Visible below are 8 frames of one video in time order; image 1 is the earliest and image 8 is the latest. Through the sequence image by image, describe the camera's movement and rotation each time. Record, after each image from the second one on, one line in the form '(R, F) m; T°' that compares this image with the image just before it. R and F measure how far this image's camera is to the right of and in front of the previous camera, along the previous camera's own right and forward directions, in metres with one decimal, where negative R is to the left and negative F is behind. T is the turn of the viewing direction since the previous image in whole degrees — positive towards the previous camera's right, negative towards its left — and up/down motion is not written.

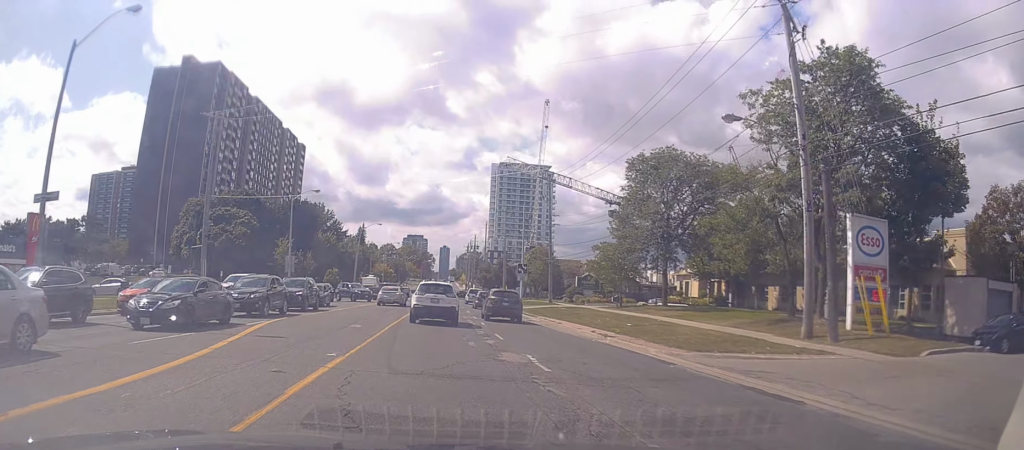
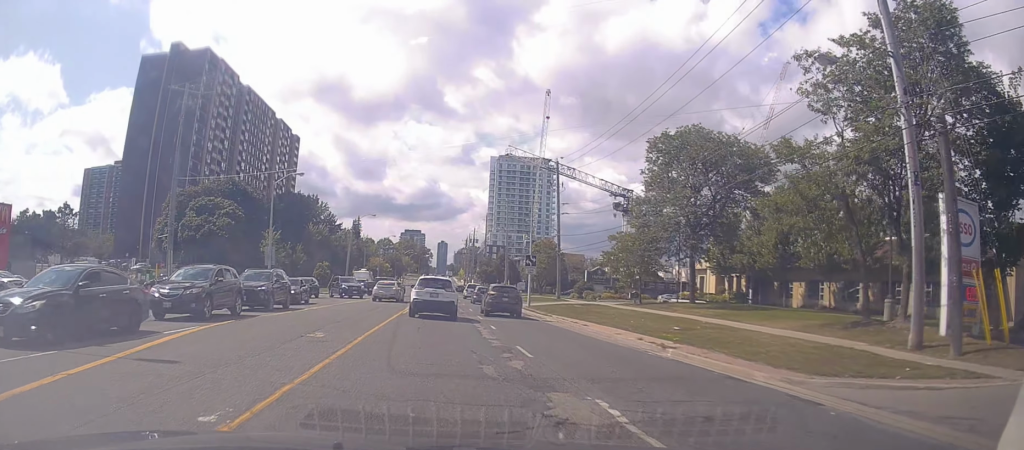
(-0.3, +5.9) m; 0°
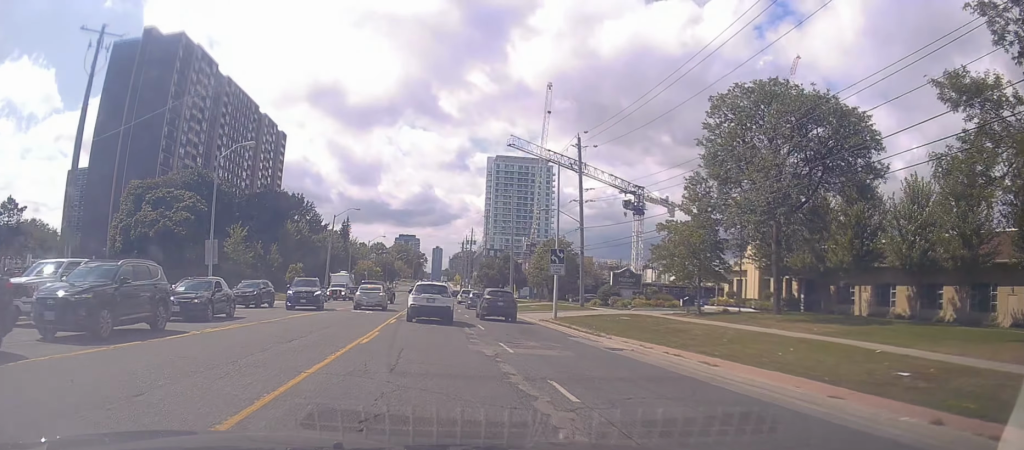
(+0.7, +12.3) m; +5°
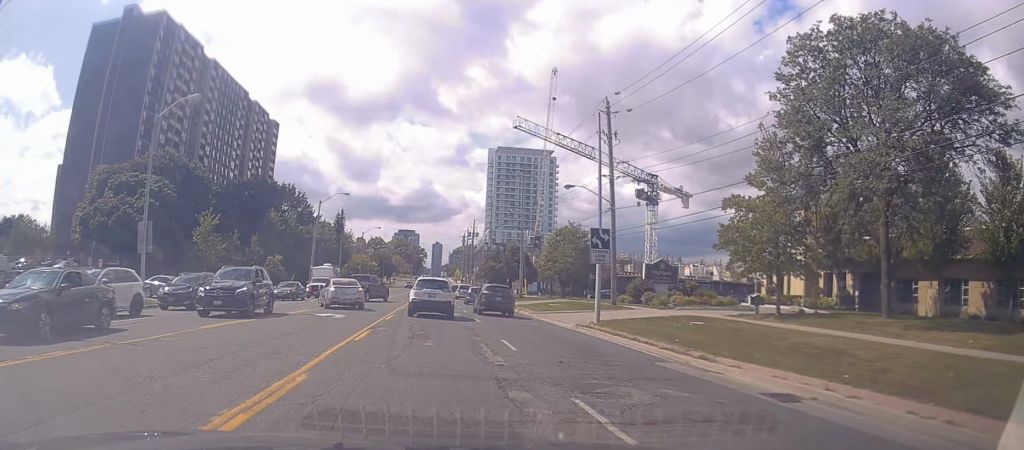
(+0.3, +8.9) m; 0°
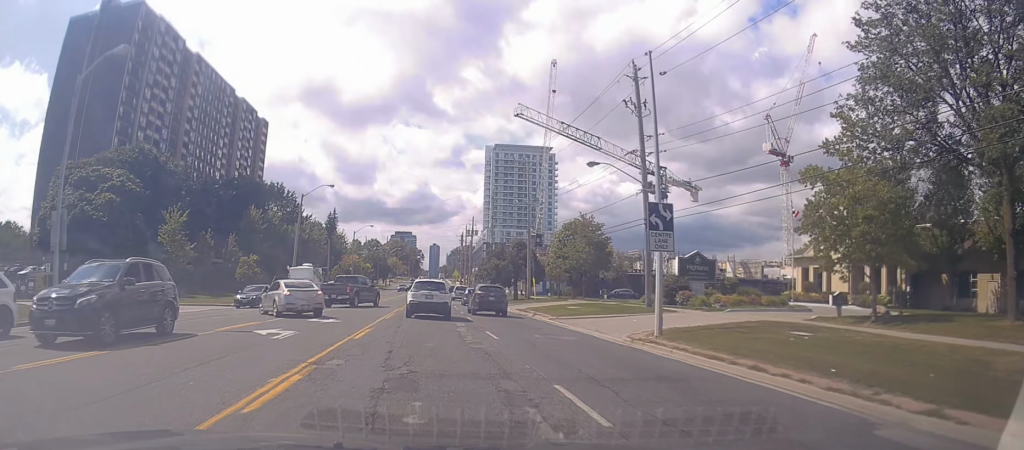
(-0.2, +7.1) m; -2°
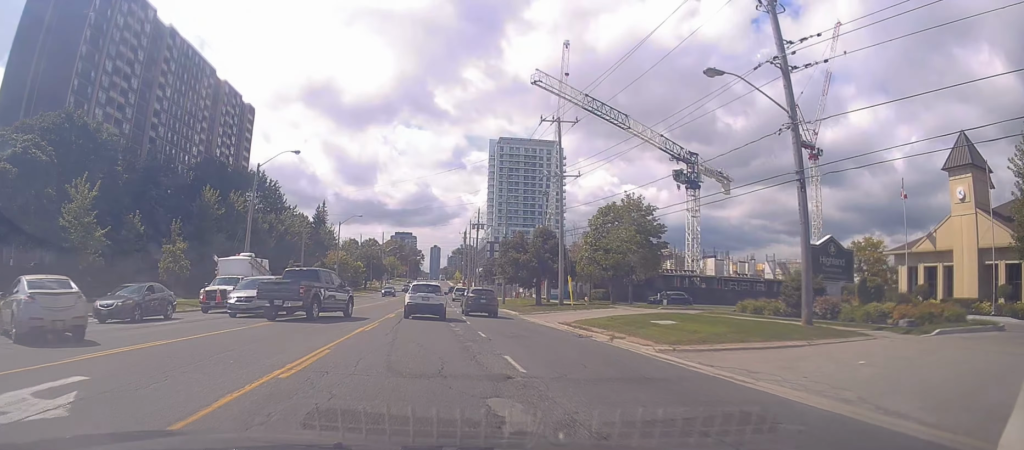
(-0.7, +15.0) m; -2°
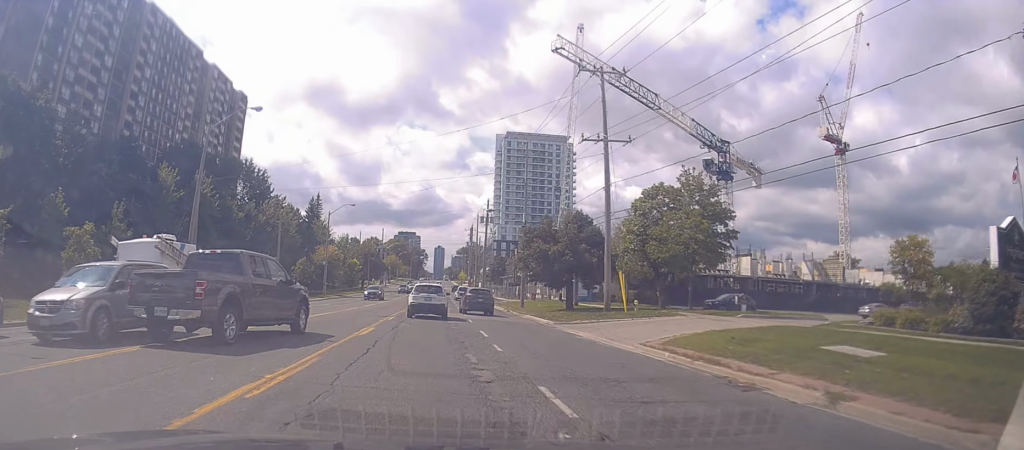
(+0.3, +10.8) m; +2°
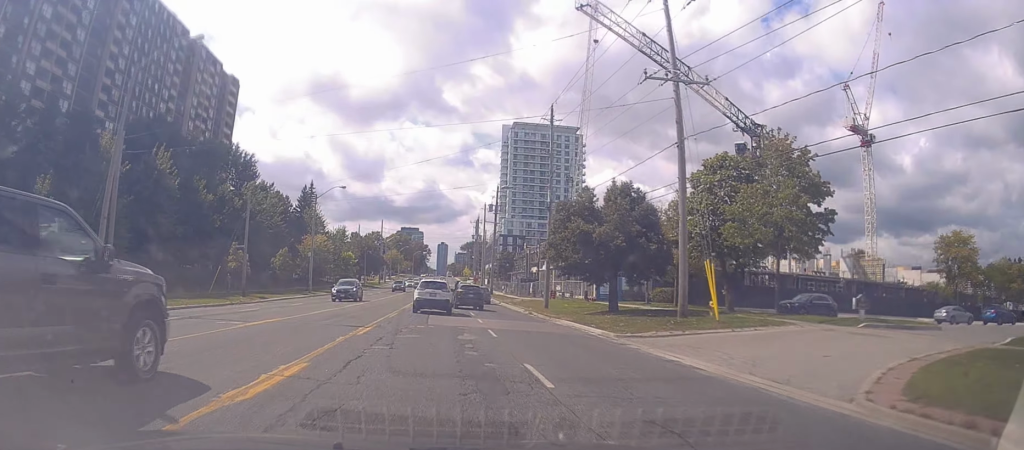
(+0.2, +9.5) m; +1°
